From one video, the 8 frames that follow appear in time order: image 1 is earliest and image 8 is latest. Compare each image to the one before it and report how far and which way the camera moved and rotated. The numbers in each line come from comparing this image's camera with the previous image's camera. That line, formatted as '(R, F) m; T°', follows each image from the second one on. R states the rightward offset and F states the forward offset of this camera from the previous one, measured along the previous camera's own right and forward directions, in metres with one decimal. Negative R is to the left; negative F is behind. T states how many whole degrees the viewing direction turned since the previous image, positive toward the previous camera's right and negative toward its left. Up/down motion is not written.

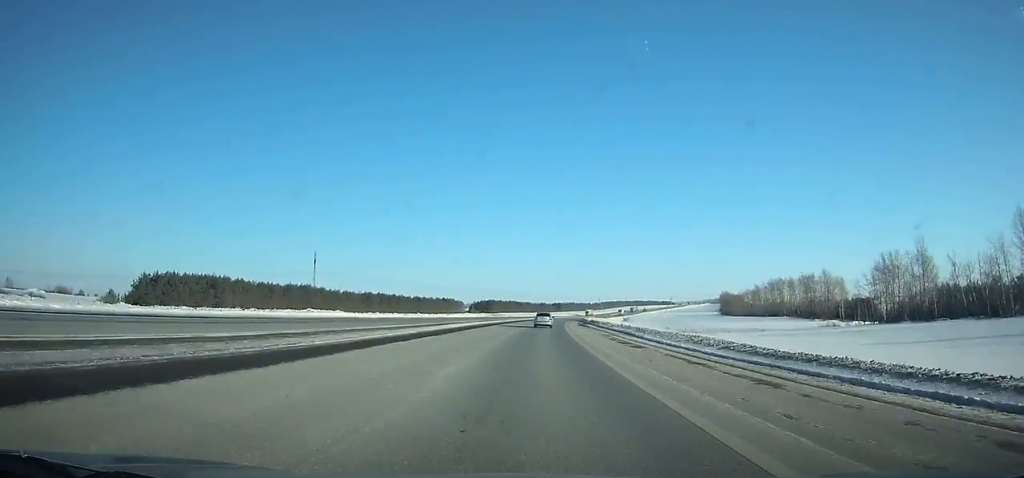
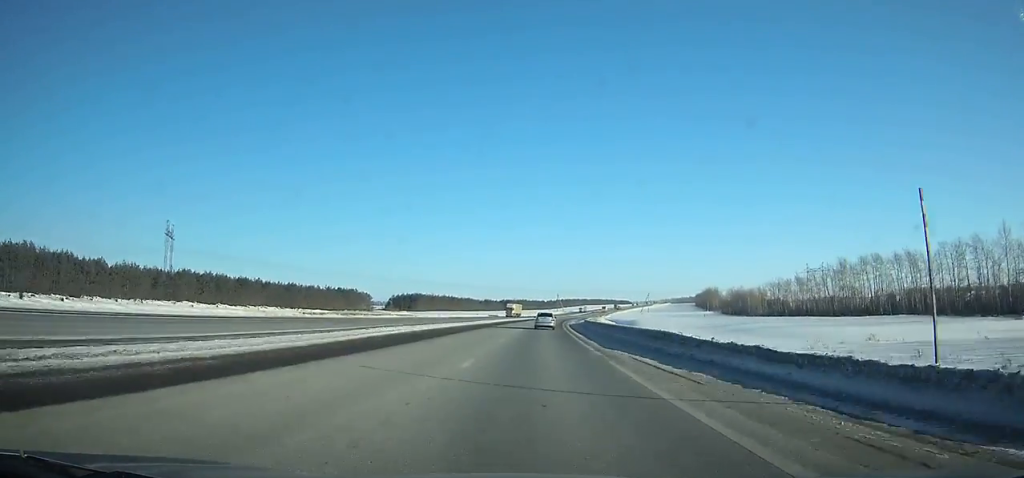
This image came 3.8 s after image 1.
(+4.8, +105.3) m; +5°
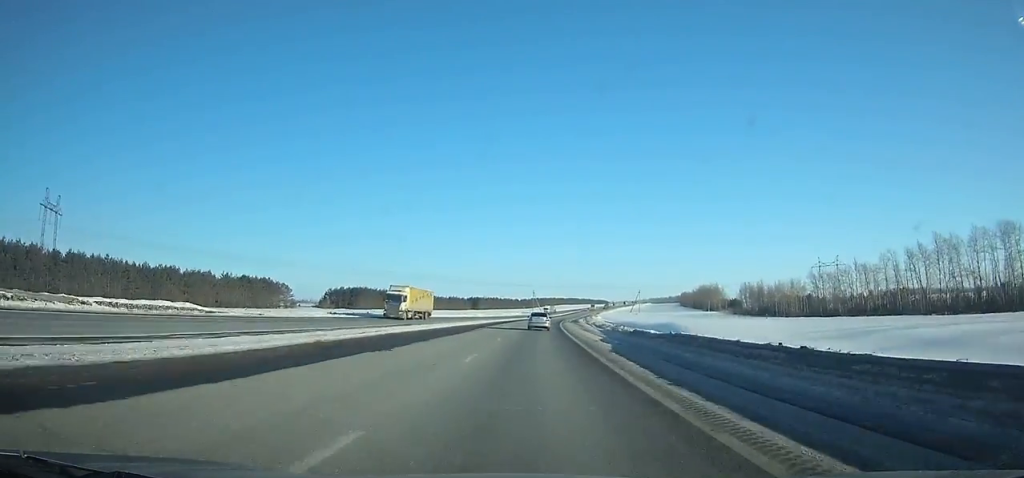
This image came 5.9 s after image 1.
(+1.6, +58.6) m; +2°
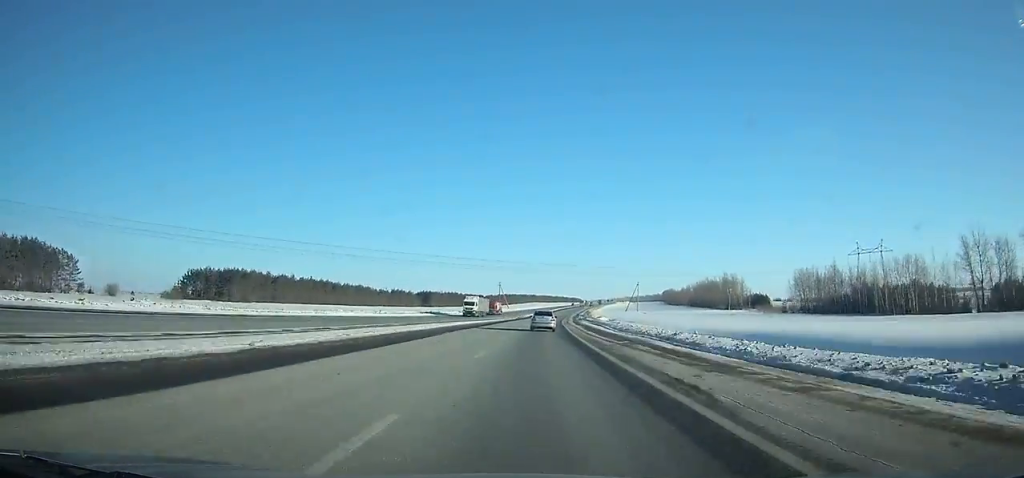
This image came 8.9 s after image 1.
(+2.4, +83.8) m; +3°
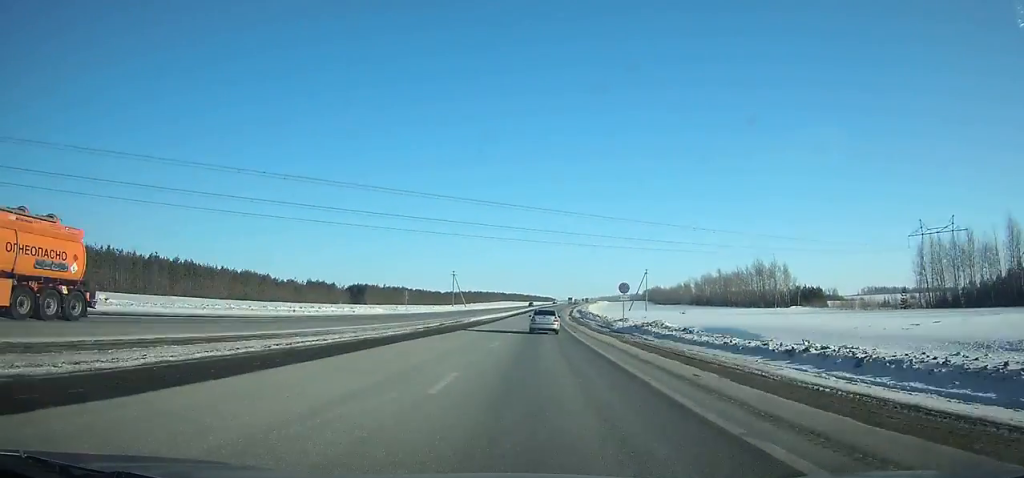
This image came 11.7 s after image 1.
(+2.1, +78.5) m; +3°
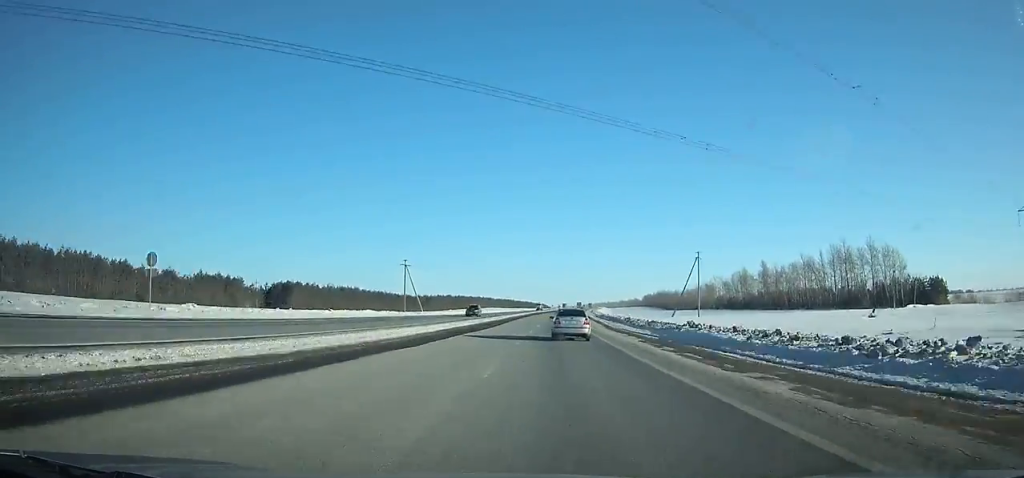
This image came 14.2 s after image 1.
(+1.3, +70.6) m; +2°
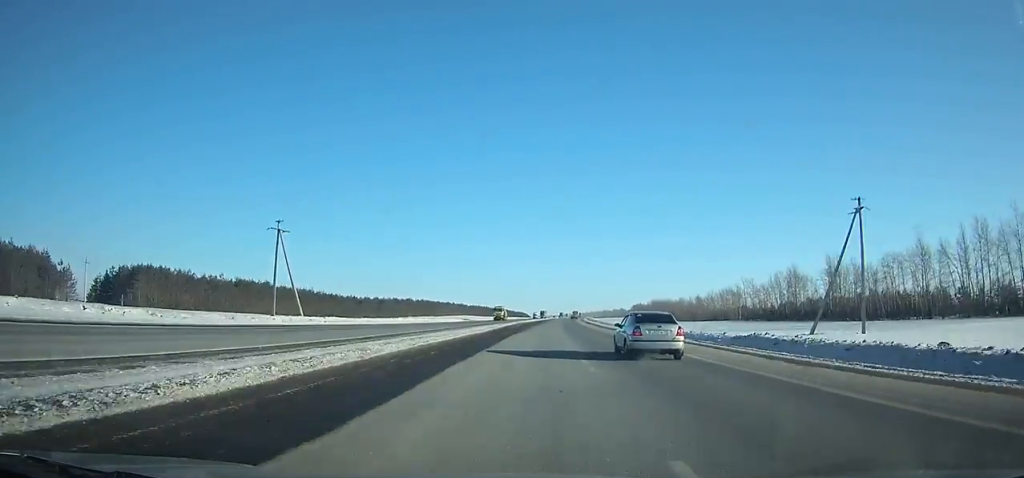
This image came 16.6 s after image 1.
(+0.7, +68.4) m; +2°
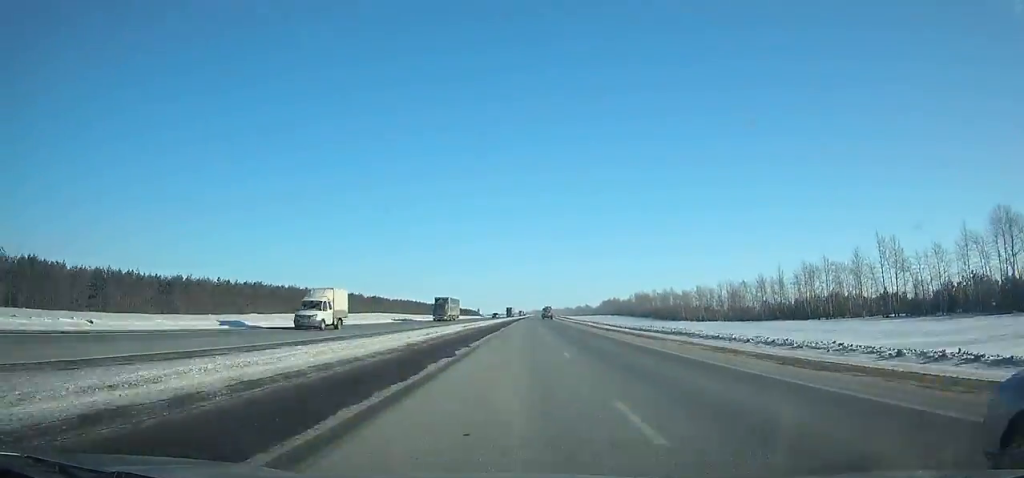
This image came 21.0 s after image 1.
(+4.2, +127.7) m; +3°
